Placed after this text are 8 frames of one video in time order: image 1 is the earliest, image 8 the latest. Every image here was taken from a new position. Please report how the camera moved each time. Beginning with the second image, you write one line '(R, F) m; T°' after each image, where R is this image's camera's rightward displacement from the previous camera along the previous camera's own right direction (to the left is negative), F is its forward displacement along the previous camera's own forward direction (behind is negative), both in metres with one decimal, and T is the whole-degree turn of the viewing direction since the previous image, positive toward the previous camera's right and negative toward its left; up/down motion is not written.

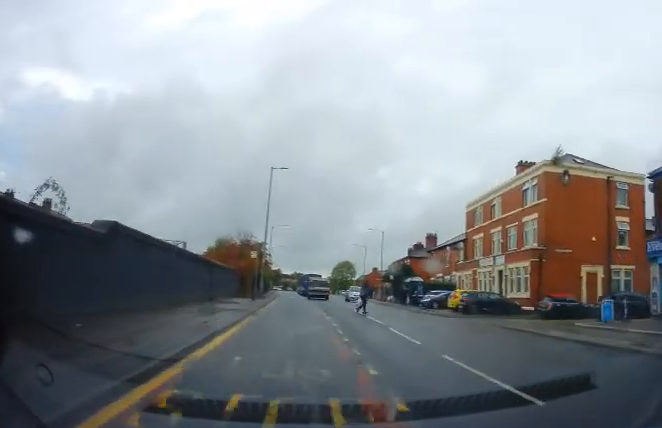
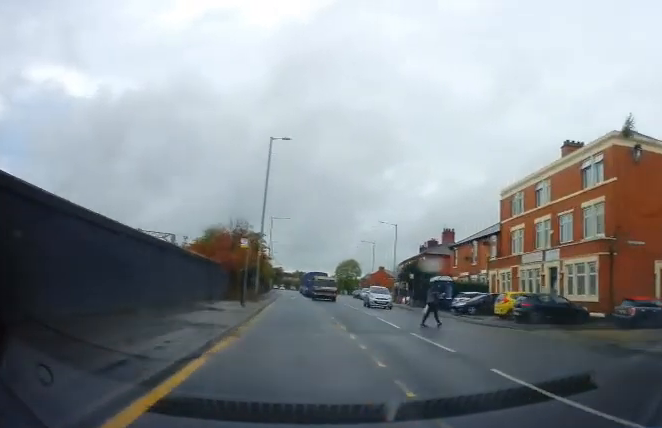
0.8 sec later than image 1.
(+0.4, +7.5) m; 0°
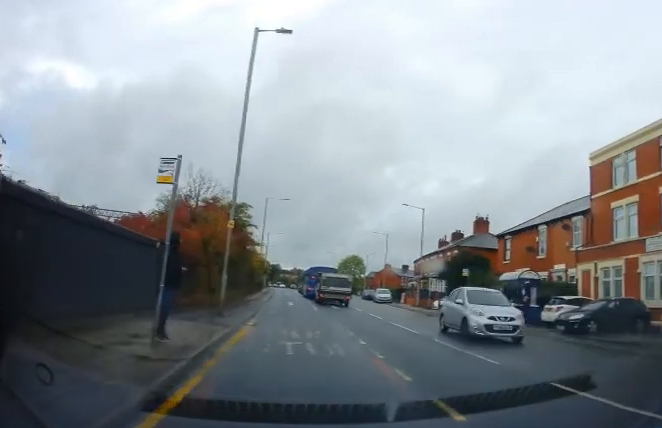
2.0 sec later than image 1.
(-0.5, +13.1) m; -3°
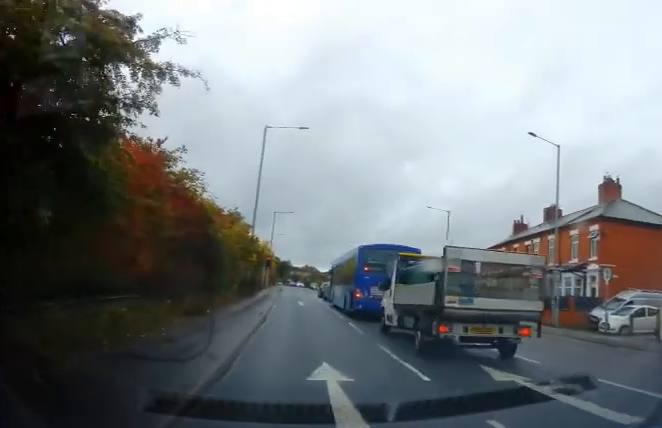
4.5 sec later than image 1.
(+0.4, +23.8) m; +1°
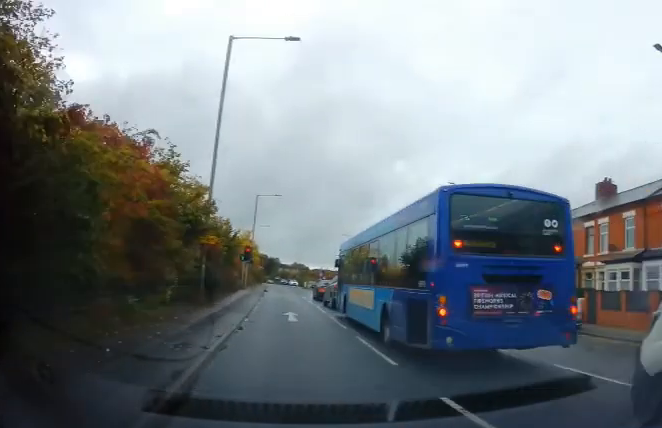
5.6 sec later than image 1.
(0.0, +11.0) m; -1°
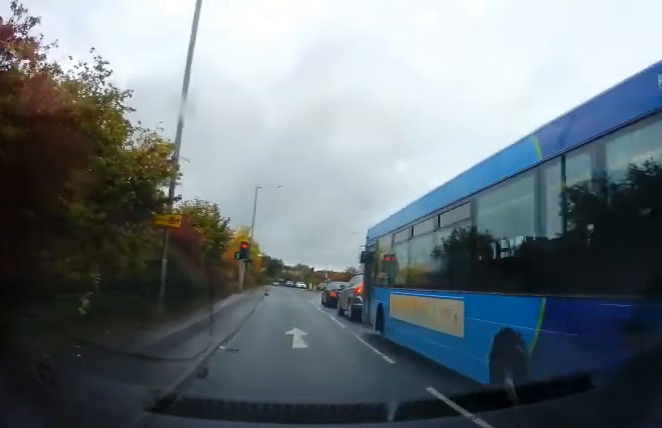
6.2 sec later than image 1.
(0.0, +5.5) m; -1°
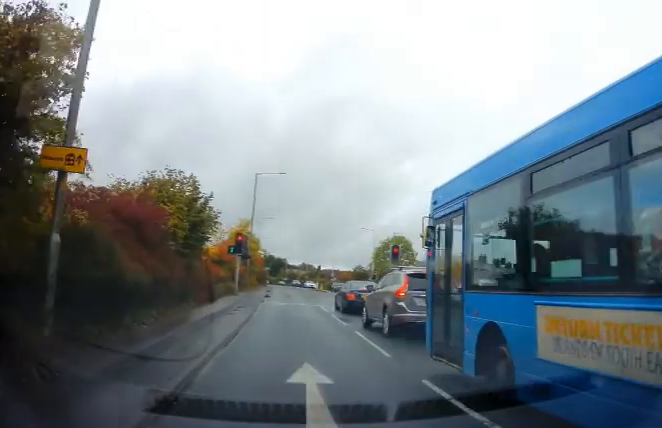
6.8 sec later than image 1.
(-0.3, +5.8) m; 0°
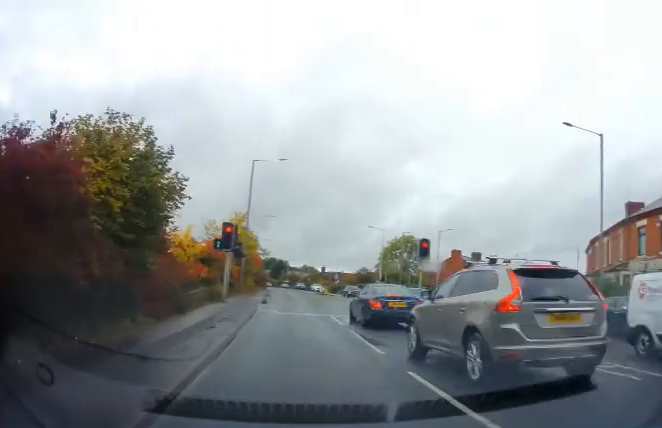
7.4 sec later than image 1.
(+0.1, +5.2) m; 0°
